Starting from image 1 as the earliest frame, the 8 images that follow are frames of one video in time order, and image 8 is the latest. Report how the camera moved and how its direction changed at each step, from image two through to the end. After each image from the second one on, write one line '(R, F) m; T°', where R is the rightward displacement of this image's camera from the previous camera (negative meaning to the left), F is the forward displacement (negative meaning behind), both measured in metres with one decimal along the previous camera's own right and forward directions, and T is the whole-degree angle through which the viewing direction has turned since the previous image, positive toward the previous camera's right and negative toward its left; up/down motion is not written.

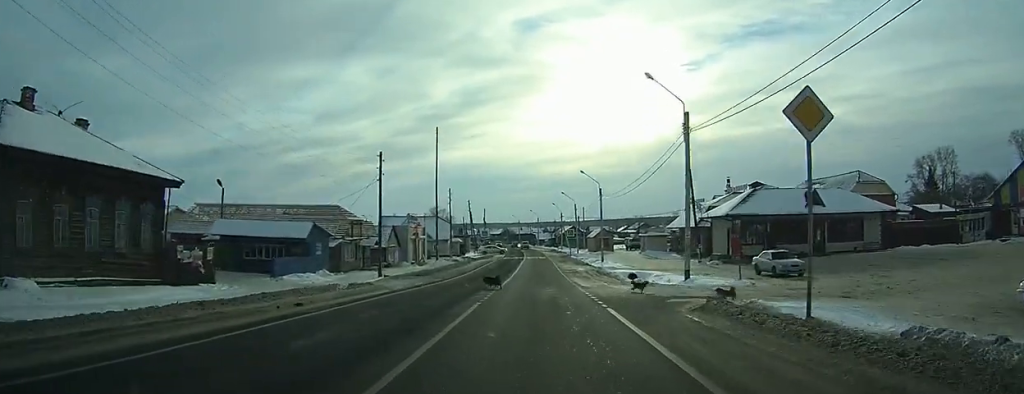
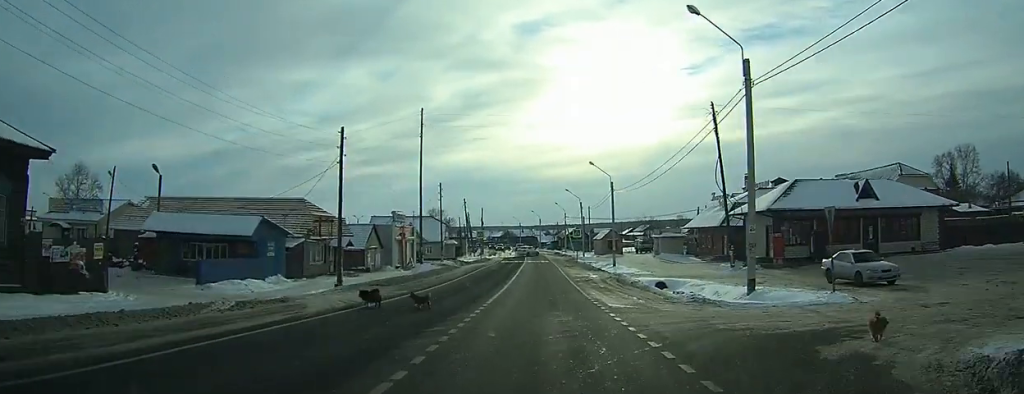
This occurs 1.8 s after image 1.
(0.0, +12.6) m; 0°
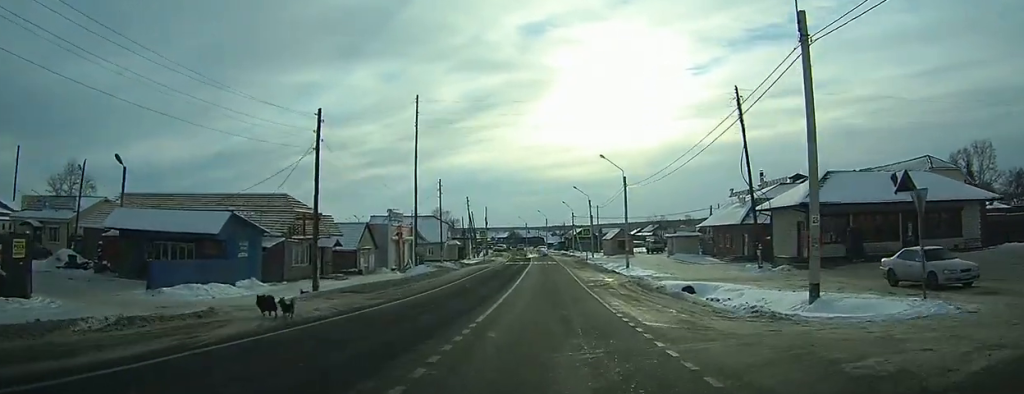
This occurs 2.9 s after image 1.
(0.0, +7.2) m; +1°
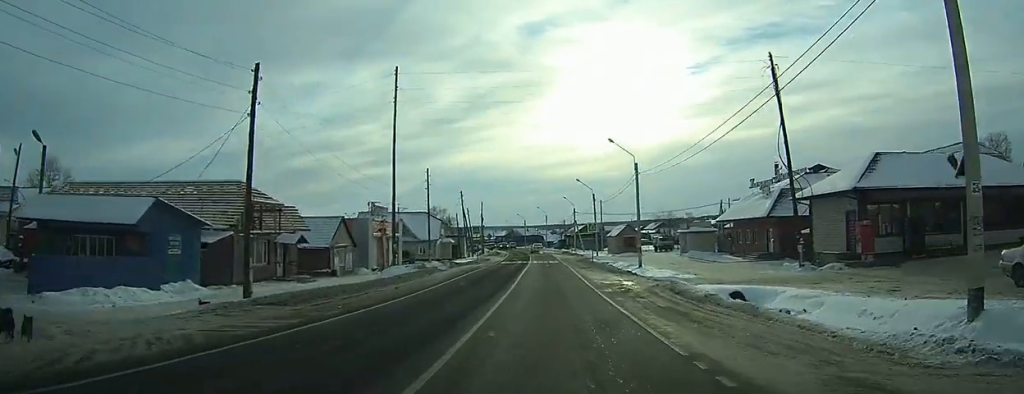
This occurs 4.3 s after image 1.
(0.0, +8.6) m; +1°
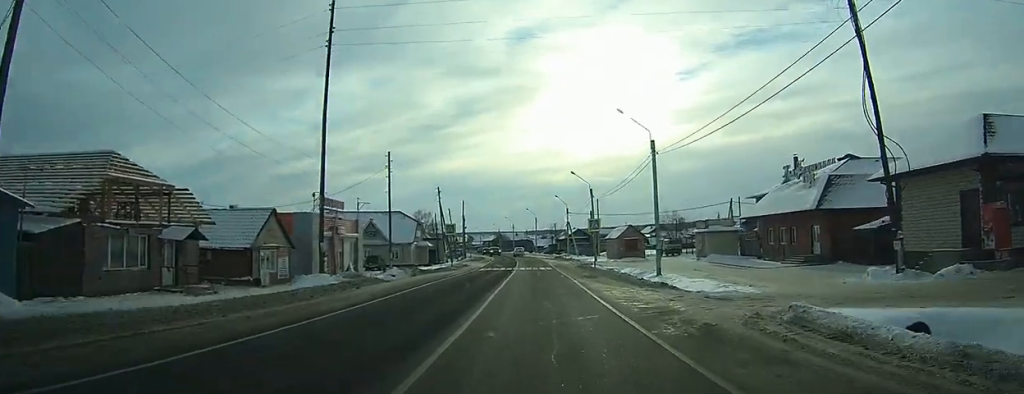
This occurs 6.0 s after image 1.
(+0.1, +11.0) m; +1°
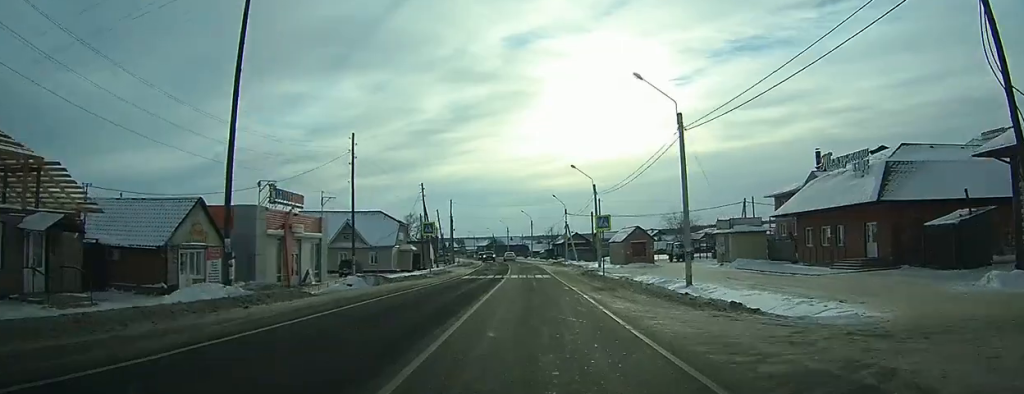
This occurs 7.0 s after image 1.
(0.0, +7.5) m; 0°
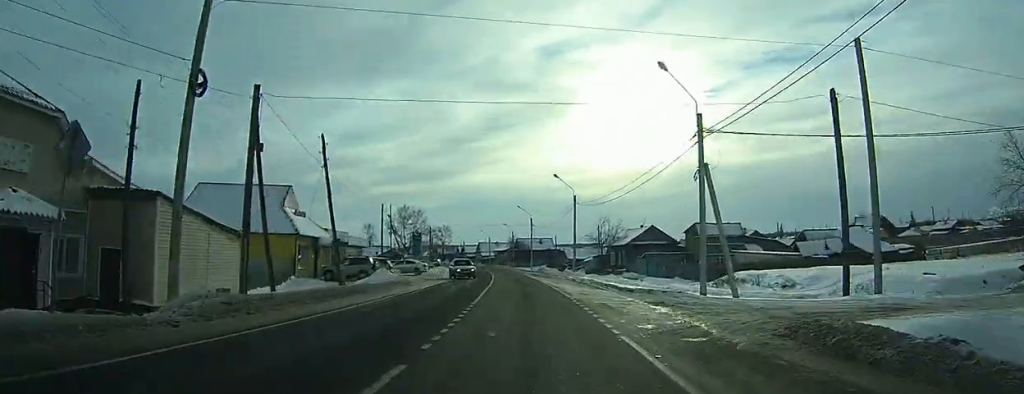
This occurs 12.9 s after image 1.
(-2.1, +62.4) m; -4°
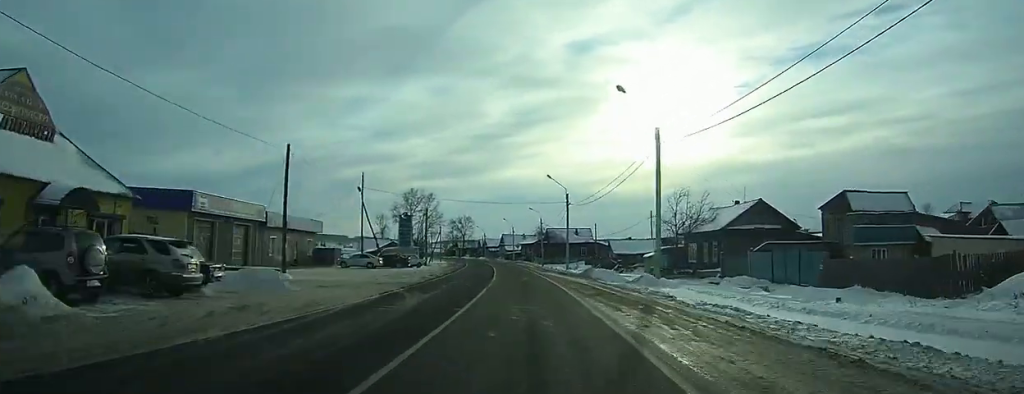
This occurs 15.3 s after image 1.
(-0.6, +30.7) m; -3°
